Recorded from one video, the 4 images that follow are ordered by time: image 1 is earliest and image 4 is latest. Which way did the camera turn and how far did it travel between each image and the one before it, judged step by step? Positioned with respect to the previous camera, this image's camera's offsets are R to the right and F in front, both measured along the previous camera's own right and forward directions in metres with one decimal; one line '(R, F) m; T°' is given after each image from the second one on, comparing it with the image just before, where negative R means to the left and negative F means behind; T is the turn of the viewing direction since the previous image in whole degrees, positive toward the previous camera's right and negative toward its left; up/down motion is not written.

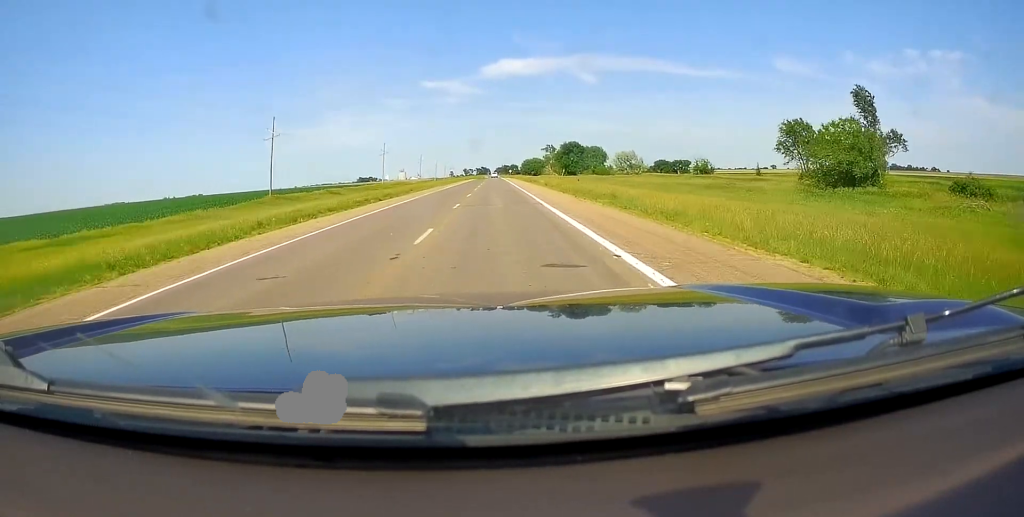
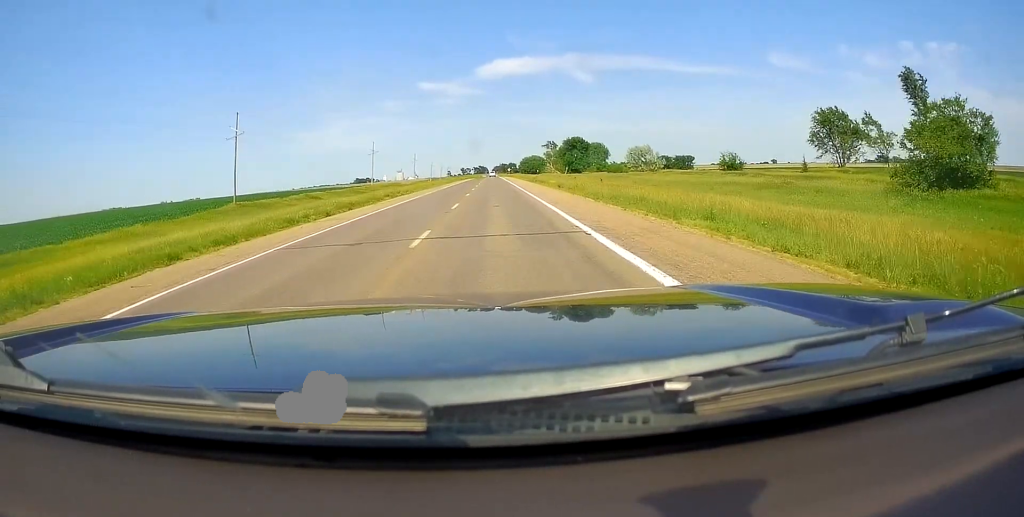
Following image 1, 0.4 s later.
(-0.2, +12.8) m; 0°
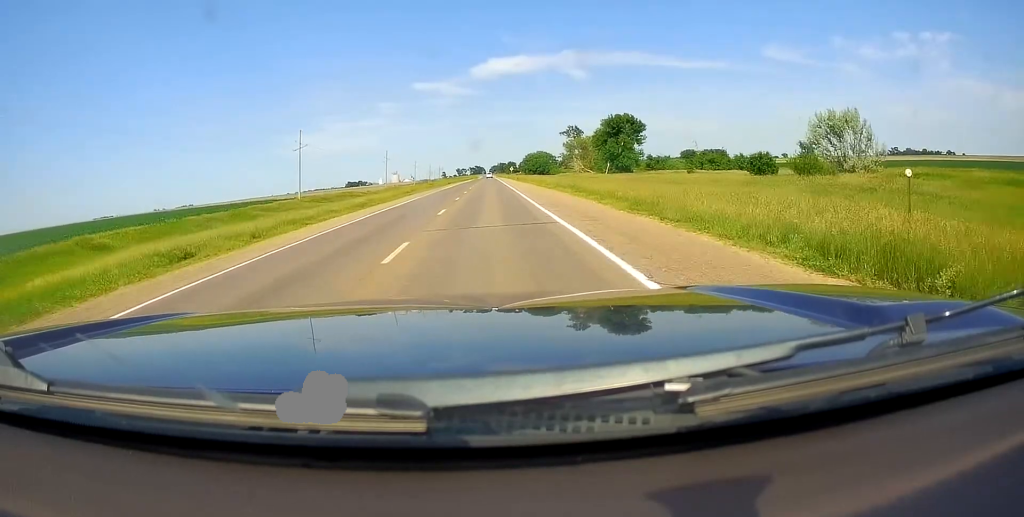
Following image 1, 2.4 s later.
(-0.4, +62.5) m; 0°
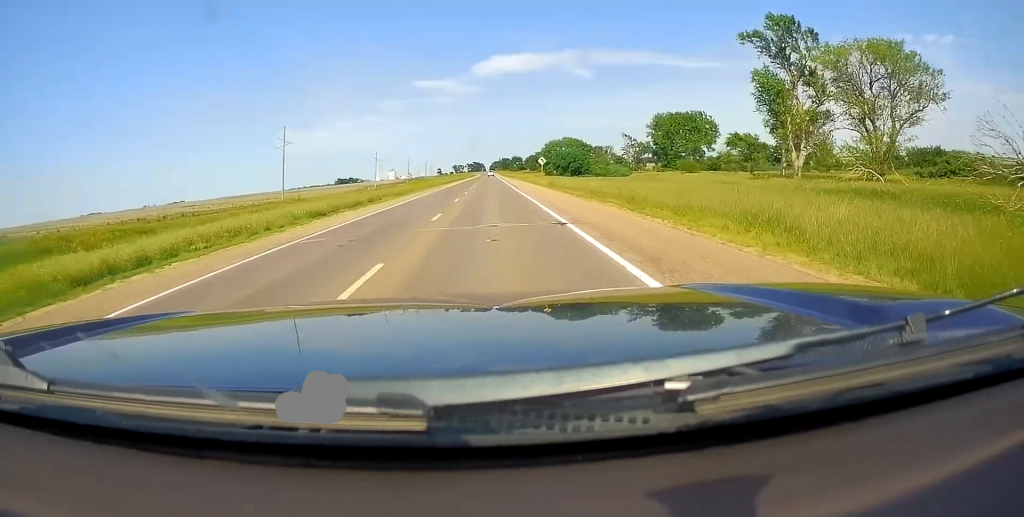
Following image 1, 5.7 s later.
(-0.1, +100.0) m; -1°
